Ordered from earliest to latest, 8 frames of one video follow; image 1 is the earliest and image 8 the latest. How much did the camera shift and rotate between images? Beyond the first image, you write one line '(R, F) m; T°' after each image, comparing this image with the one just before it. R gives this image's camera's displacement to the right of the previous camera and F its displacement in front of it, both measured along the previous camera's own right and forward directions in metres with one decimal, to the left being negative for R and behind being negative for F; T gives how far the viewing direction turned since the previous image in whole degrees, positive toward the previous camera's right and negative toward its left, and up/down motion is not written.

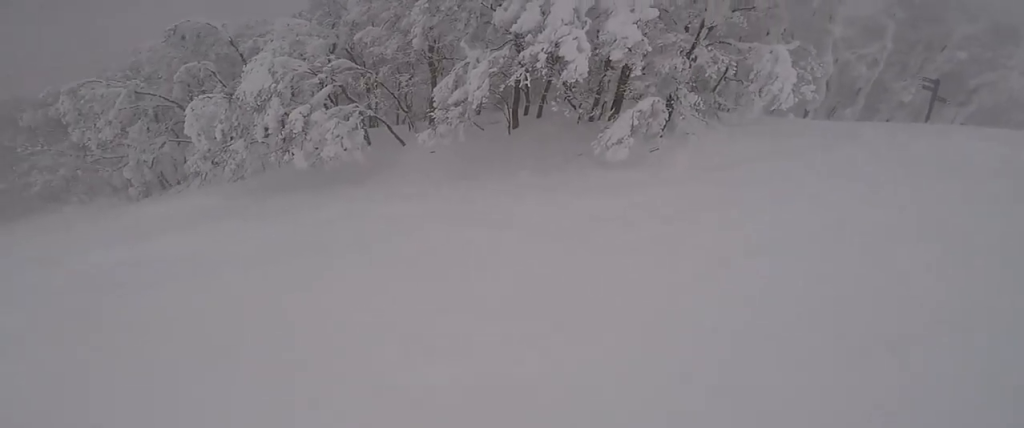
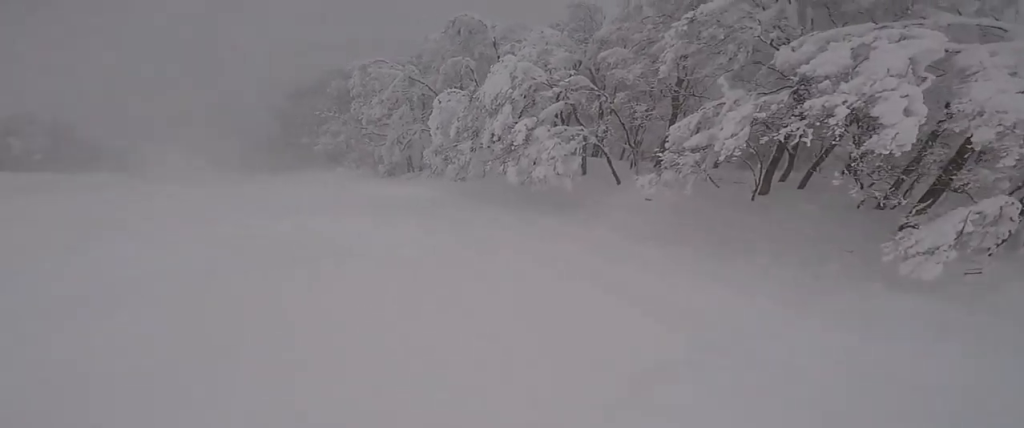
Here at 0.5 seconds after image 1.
(-0.2, +1.6) m; -8°
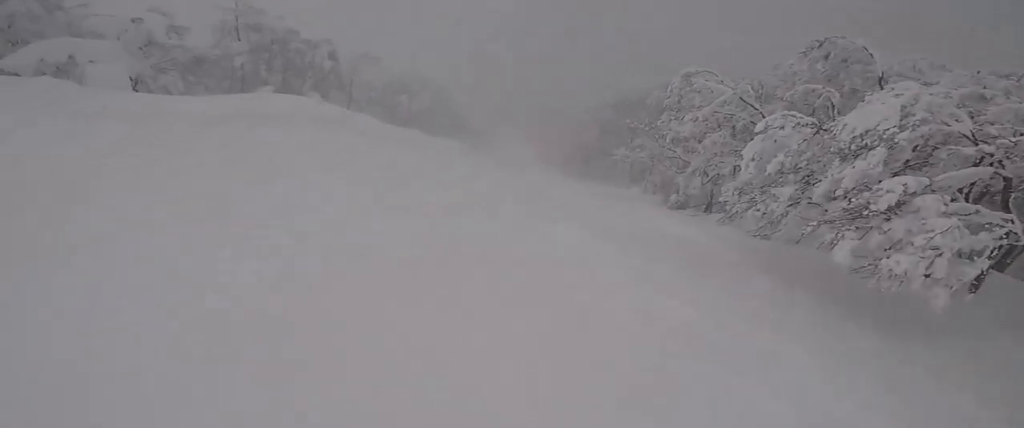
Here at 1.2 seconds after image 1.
(+0.1, +2.1) m; -9°
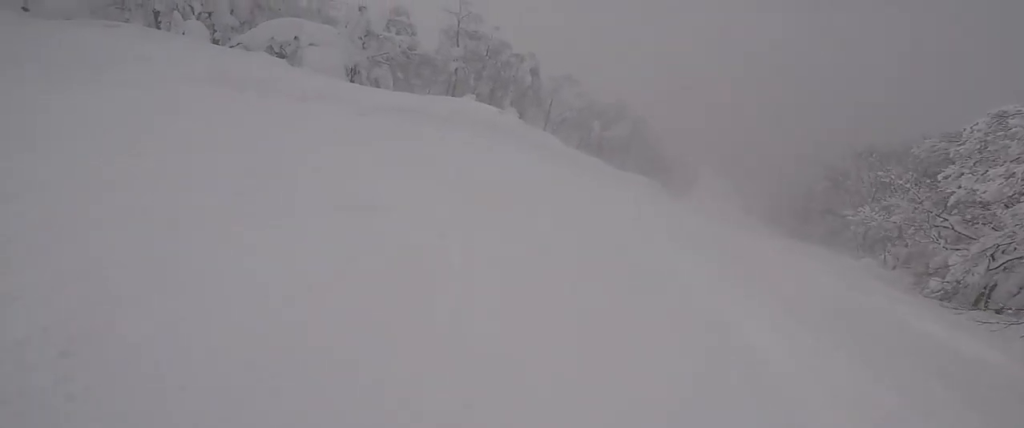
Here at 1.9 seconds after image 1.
(-0.4, +2.3) m; -30°
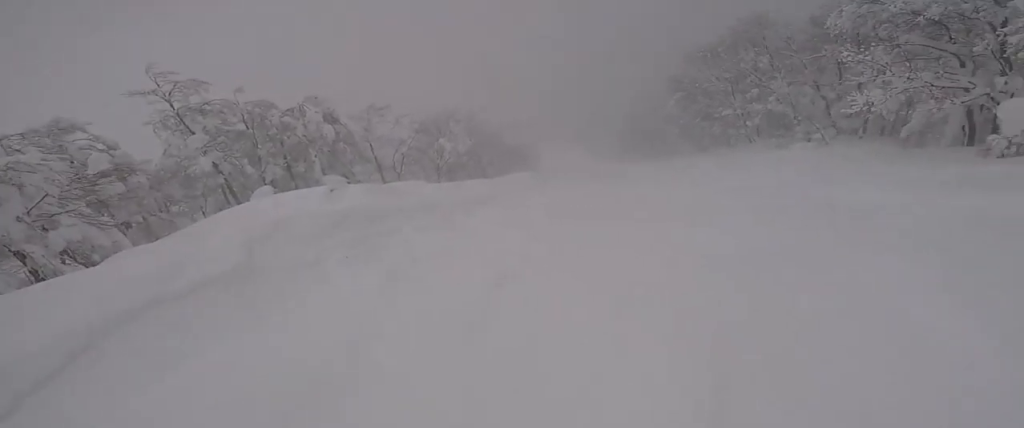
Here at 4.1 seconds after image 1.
(-1.6, +4.8) m; +14°
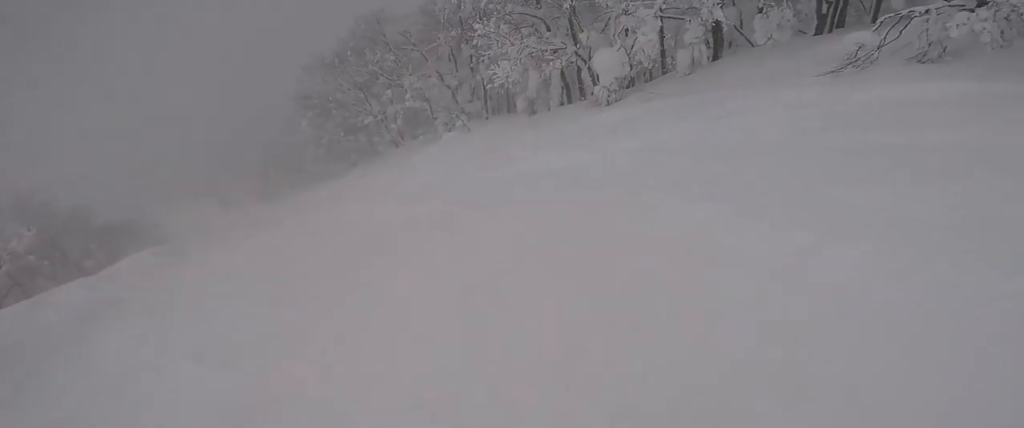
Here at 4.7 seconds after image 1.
(+0.7, +2.3) m; +24°
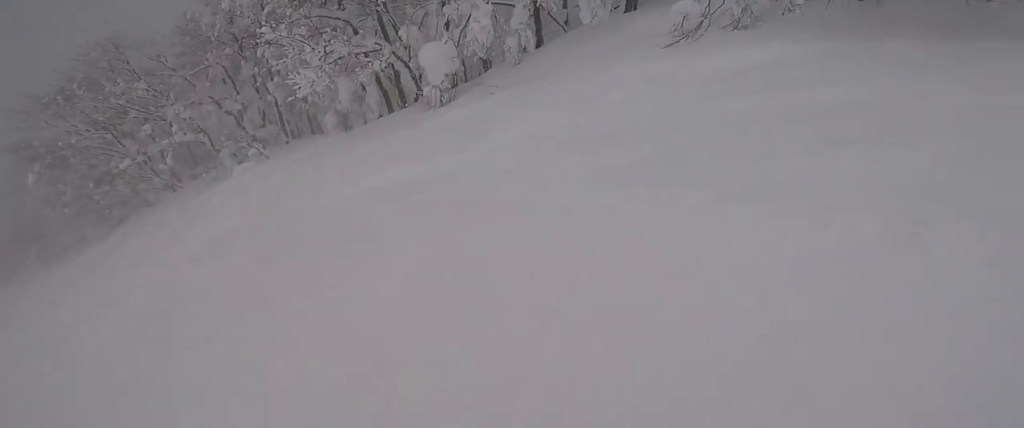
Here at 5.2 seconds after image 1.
(+0.2, +1.7) m; +11°
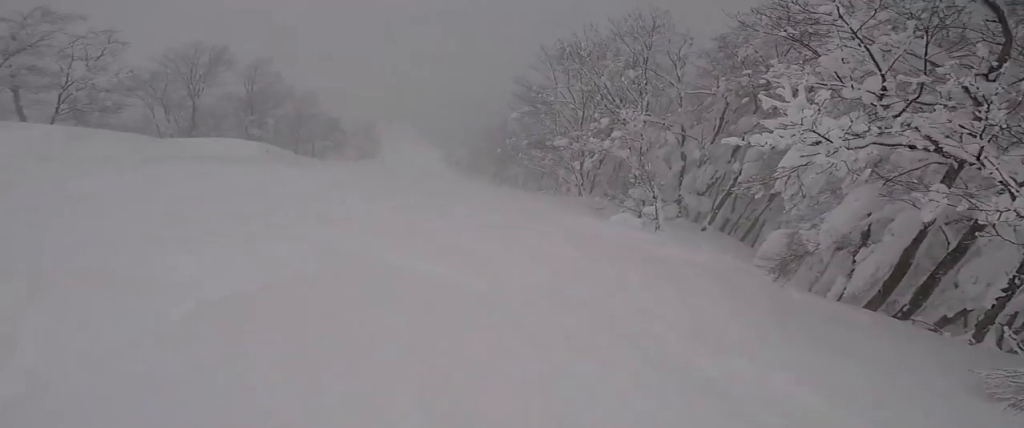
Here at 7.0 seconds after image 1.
(-0.3, +6.4) m; -39°
